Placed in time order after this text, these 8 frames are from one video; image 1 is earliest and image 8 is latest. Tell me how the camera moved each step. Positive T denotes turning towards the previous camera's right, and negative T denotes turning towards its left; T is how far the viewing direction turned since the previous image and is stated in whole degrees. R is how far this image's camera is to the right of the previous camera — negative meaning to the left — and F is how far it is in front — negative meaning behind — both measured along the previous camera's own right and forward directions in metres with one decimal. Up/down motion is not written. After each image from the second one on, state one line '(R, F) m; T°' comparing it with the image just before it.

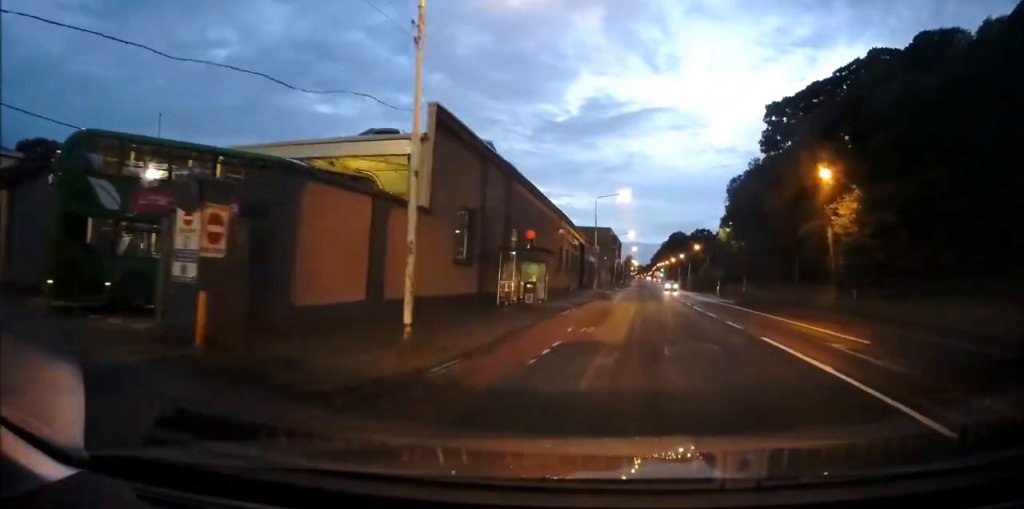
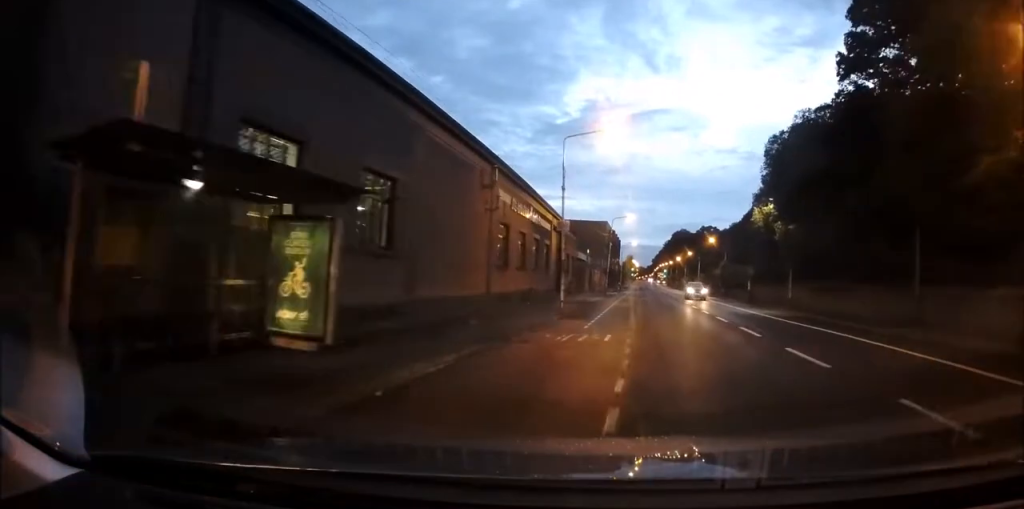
(+0.5, +20.1) m; 0°
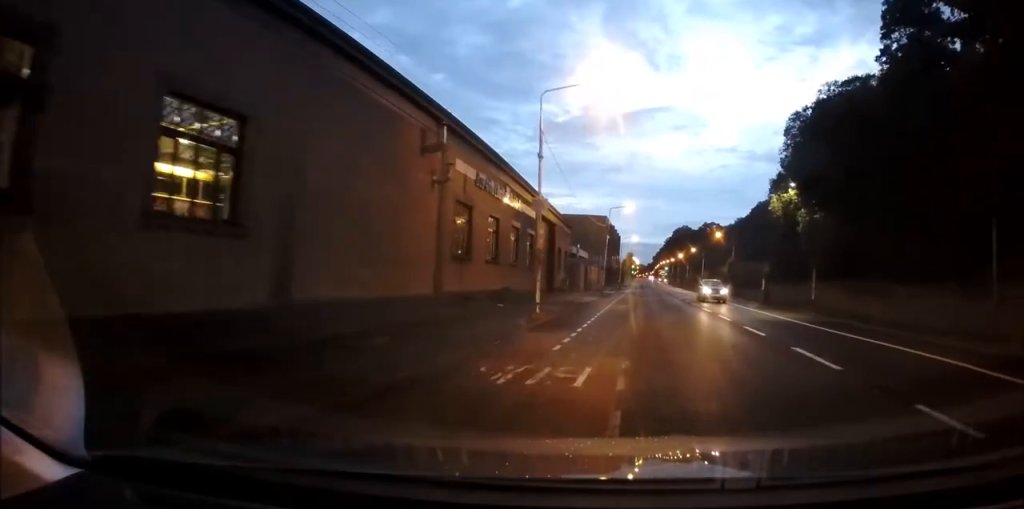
(-0.2, +6.4) m; -1°
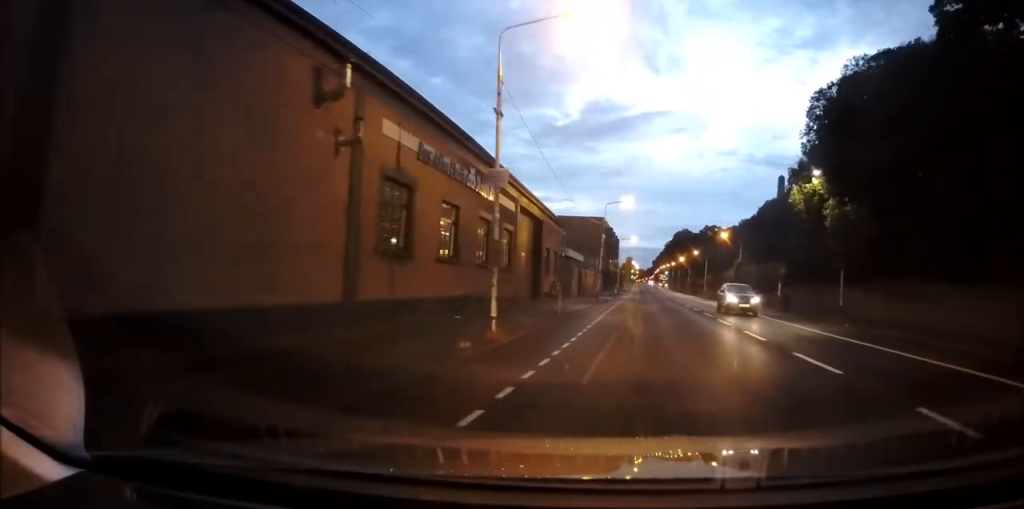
(-0.1, +5.9) m; -1°
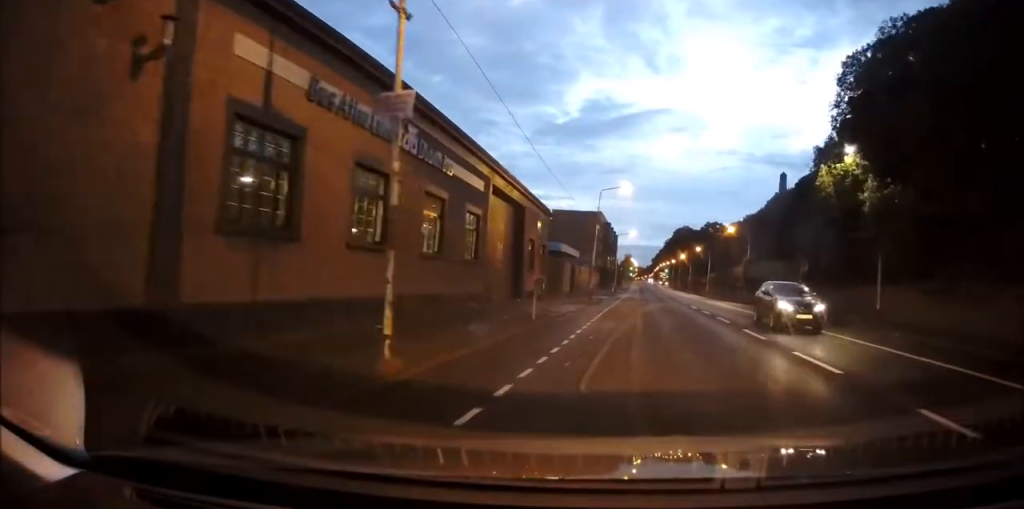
(0.0, +5.9) m; 0°
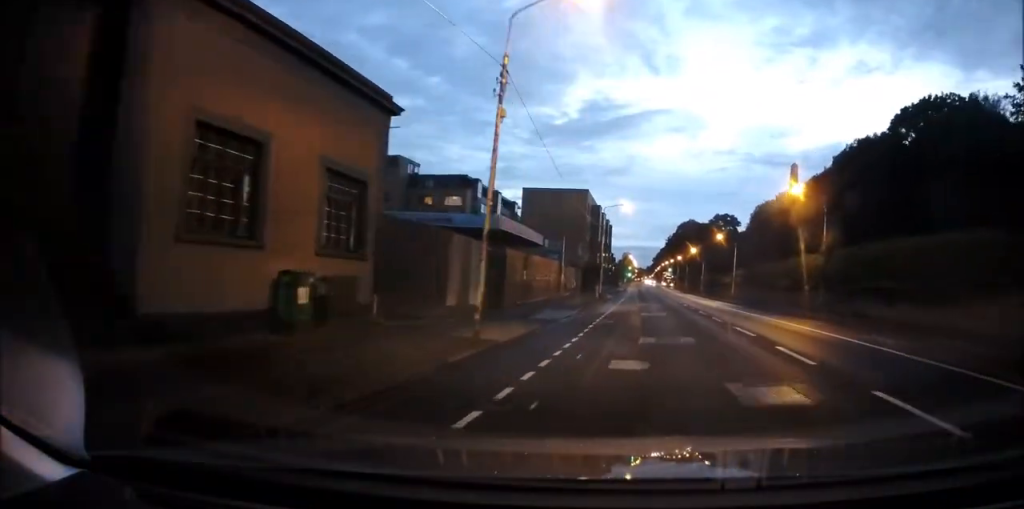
(+0.7, +27.8) m; +2°
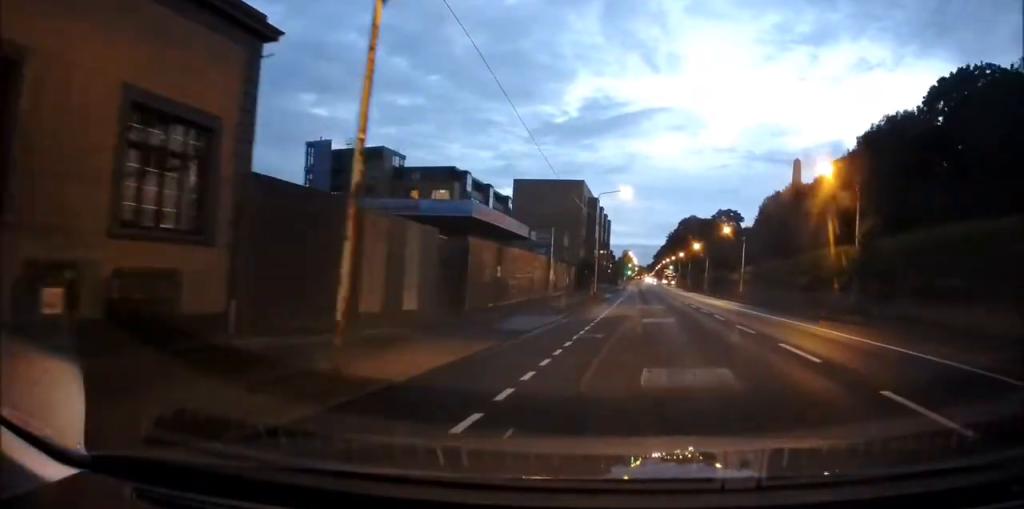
(+0.1, +6.0) m; 0°
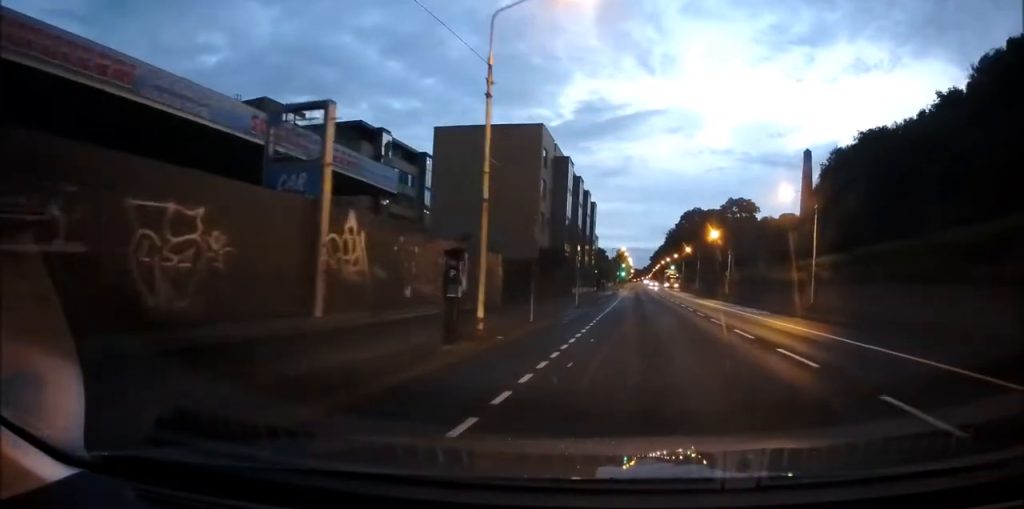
(-0.9, +29.7) m; 0°
